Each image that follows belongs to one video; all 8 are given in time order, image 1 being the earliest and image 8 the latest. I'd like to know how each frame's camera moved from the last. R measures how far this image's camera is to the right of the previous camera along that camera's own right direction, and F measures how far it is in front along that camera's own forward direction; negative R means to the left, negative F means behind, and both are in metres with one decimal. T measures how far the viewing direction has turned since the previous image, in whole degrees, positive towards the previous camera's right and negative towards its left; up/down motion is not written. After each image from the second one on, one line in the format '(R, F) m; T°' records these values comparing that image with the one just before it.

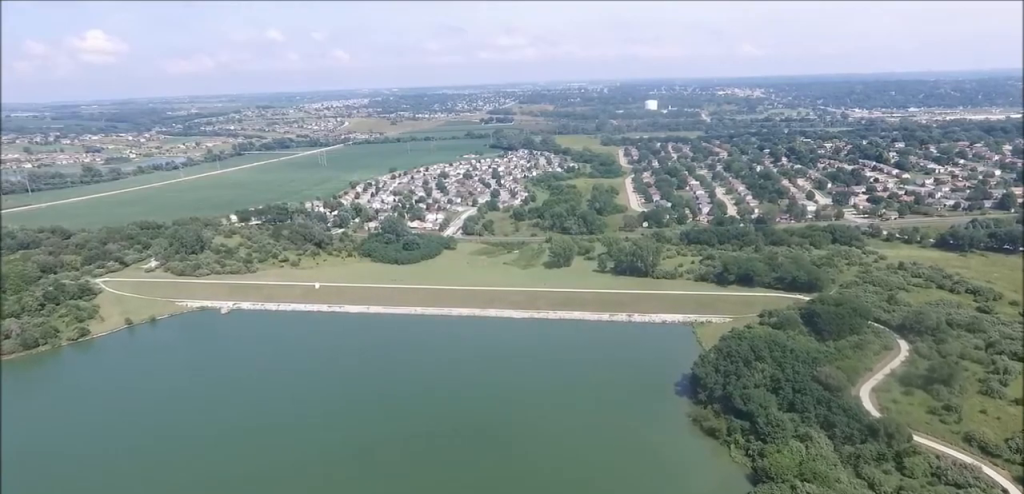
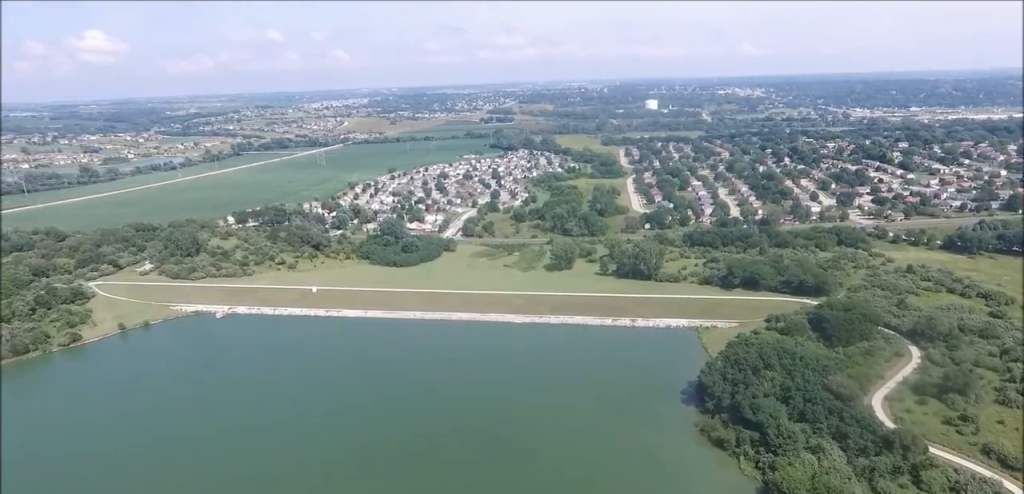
(0.0, +7.4) m; 0°
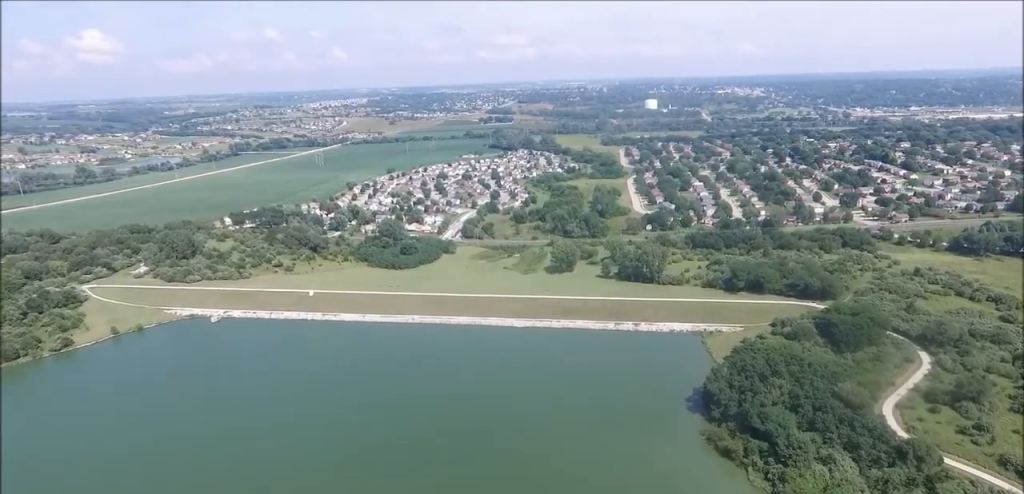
(0.0, +6.6) m; 0°
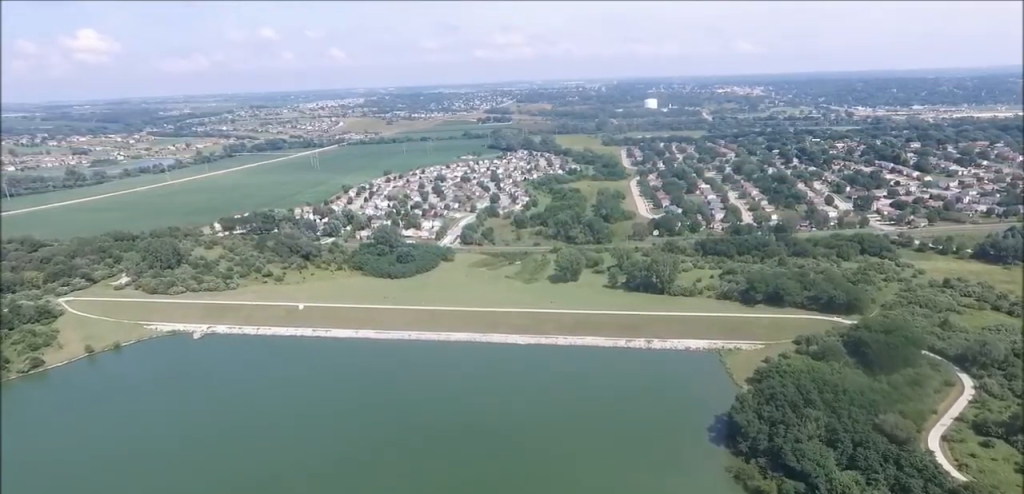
(+0.1, +24.5) m; +1°
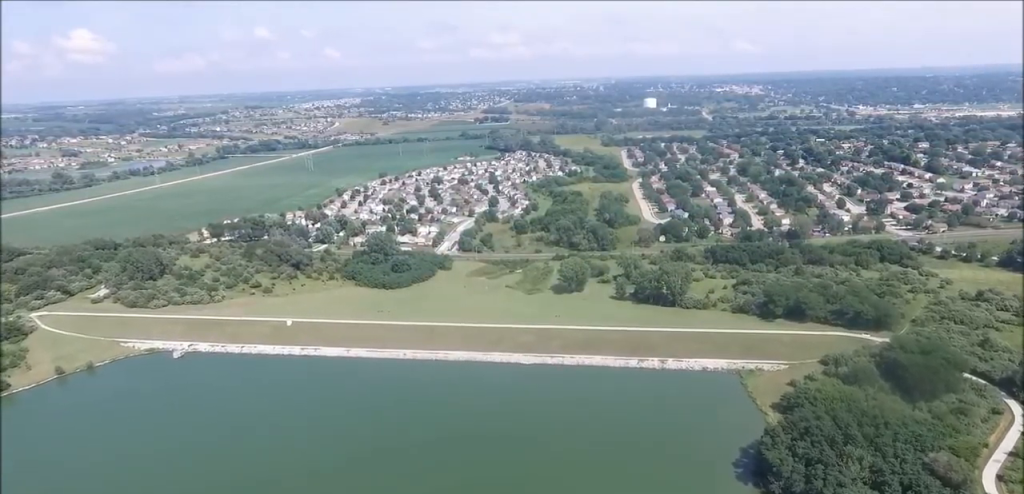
(0.0, +22.7) m; 0°
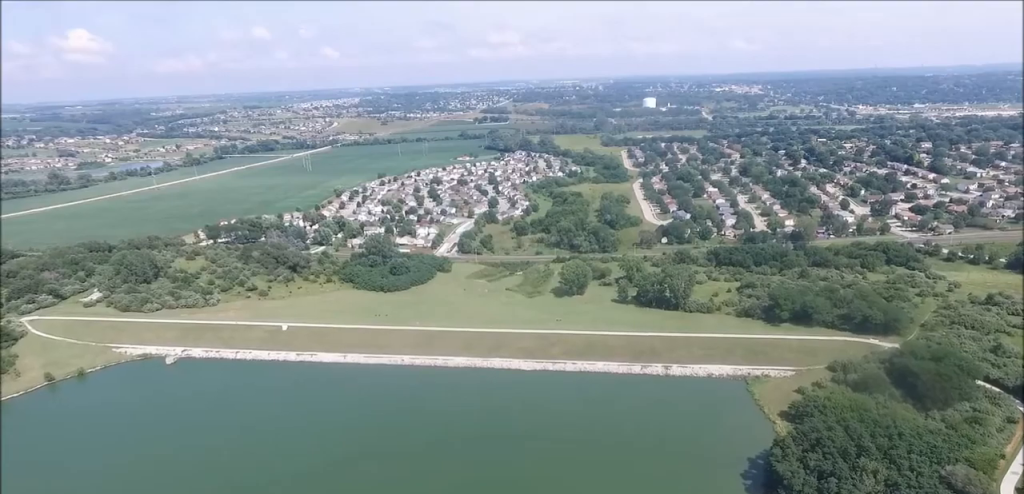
(0.0, +7.0) m; 0°
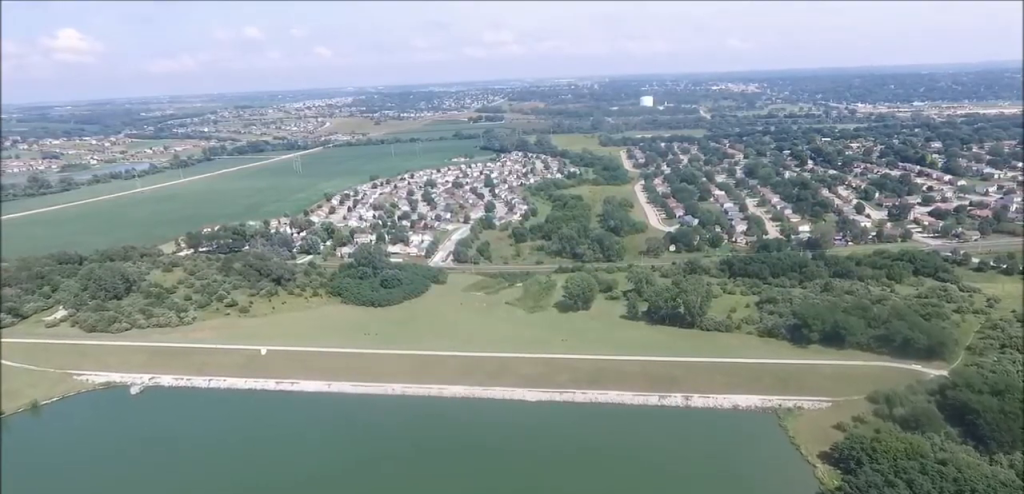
(+0.3, +30.3) m; +2°
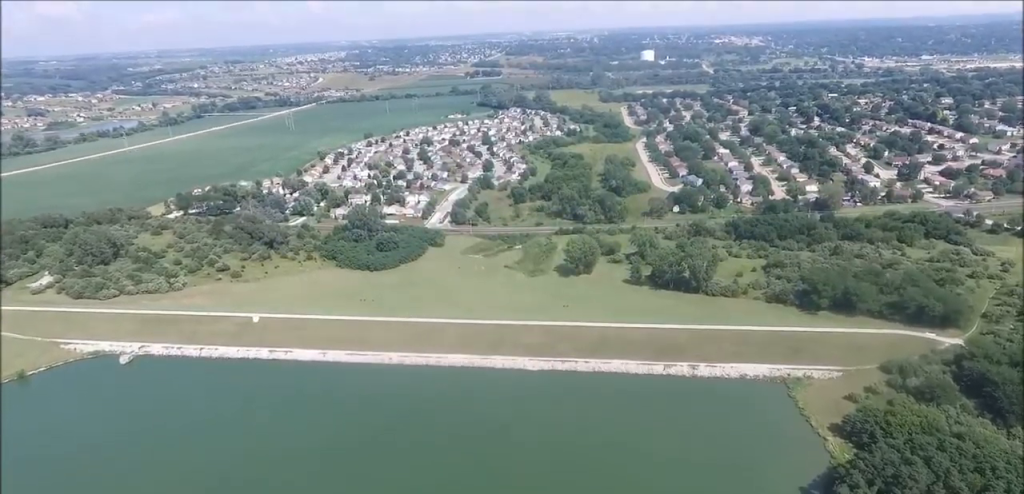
(+0.1, +10.4) m; +1°
